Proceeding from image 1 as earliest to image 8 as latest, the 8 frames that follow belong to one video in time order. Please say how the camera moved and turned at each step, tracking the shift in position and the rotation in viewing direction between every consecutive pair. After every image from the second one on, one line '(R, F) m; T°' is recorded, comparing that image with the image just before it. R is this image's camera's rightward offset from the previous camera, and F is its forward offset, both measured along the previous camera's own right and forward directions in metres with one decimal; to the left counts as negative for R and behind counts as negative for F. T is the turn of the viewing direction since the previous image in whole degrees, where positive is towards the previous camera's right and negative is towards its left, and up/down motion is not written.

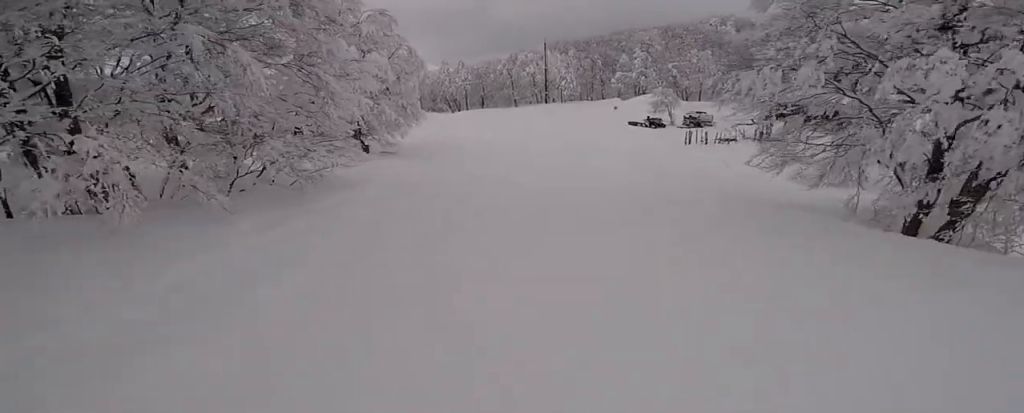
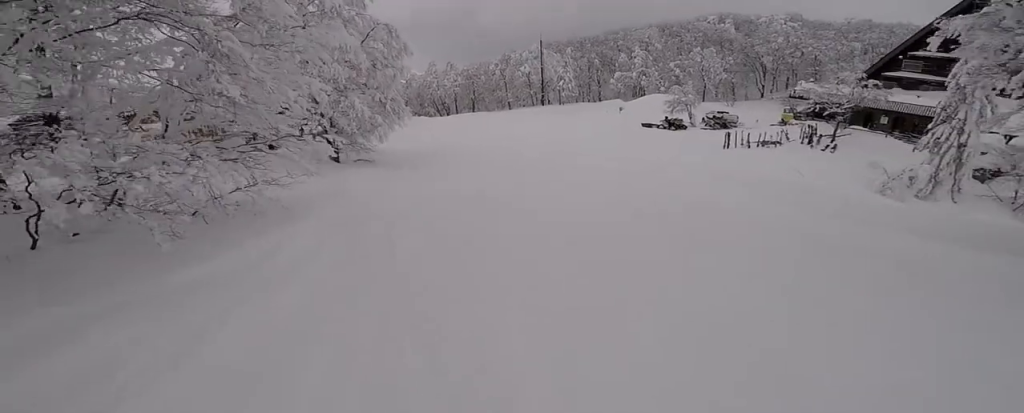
(-0.6, +6.4) m; +4°
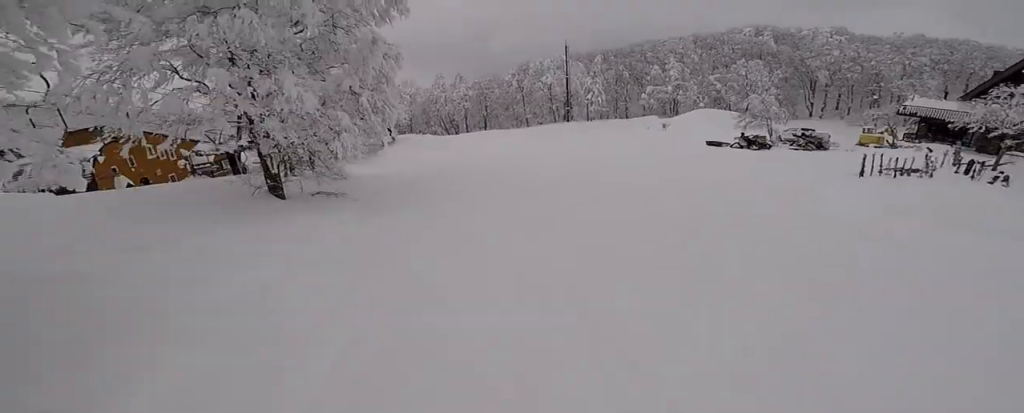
(+1.2, +9.1) m; +5°
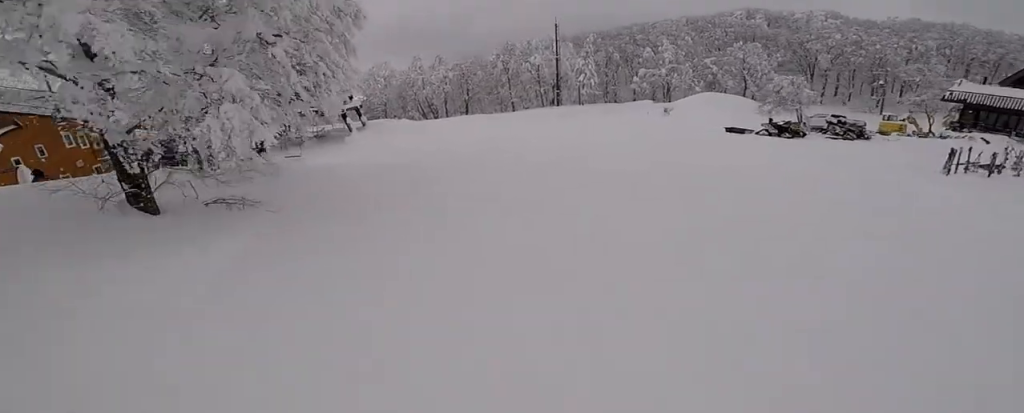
(0.0, +5.1) m; -1°
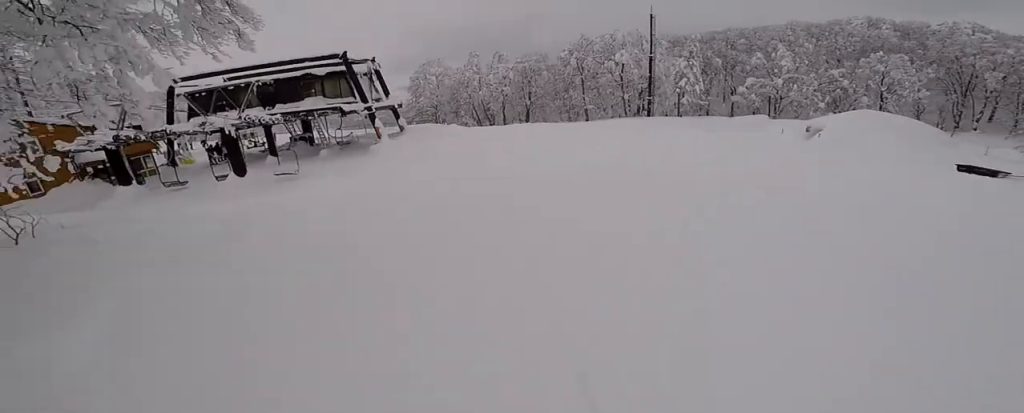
(-0.7, +10.7) m; -4°
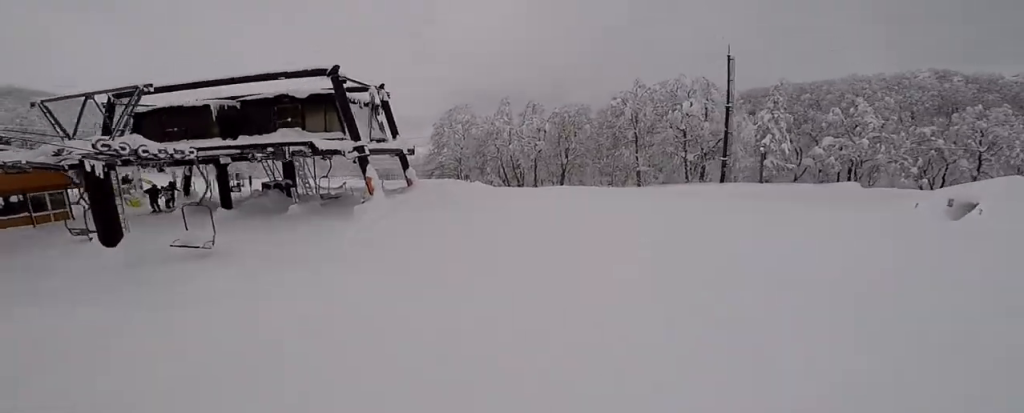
(0.0, +9.2) m; -3°
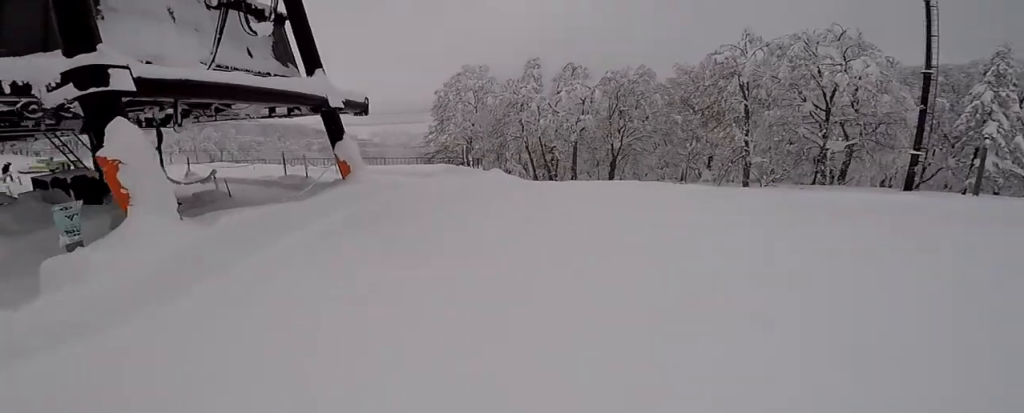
(-1.0, +12.5) m; -12°
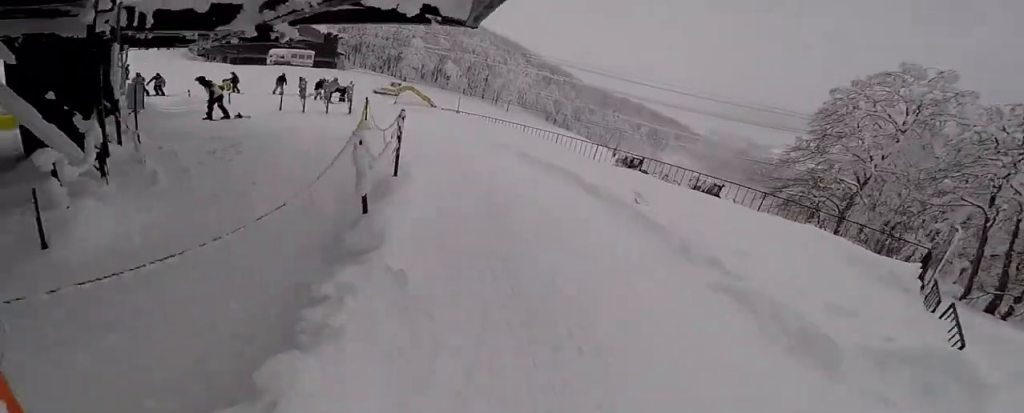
(-2.3, +9.7) m; -28°
